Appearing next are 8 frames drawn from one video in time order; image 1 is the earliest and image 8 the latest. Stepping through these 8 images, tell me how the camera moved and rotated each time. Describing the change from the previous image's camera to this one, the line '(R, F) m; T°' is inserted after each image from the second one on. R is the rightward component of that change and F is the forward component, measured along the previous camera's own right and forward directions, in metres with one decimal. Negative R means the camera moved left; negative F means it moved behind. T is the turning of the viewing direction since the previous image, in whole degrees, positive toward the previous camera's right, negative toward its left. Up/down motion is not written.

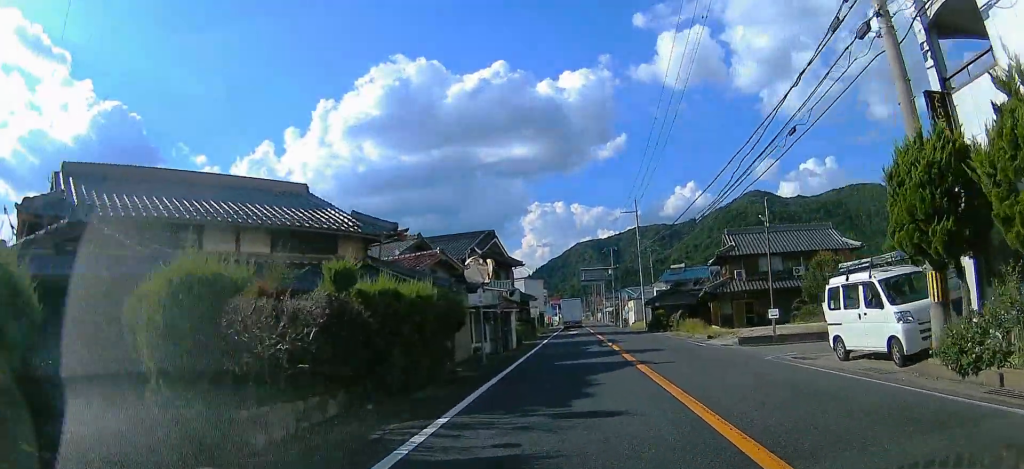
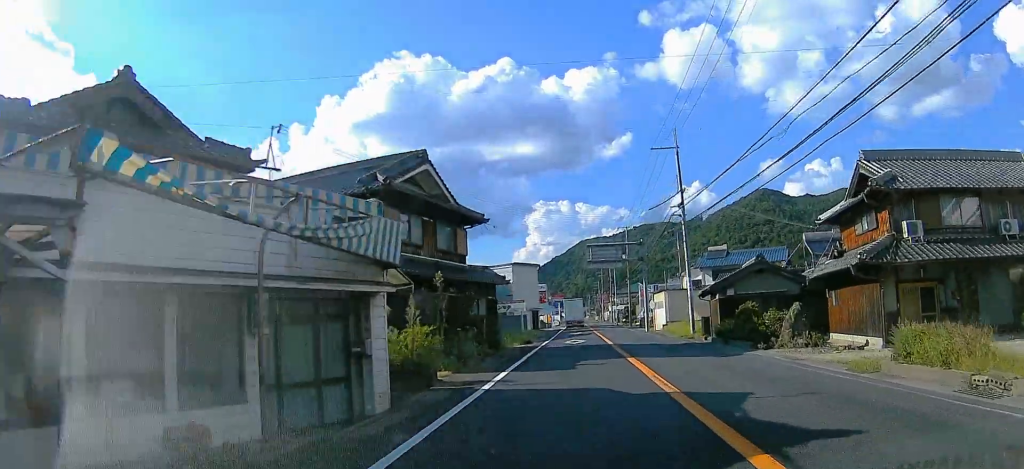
(+1.5, +21.8) m; +3°
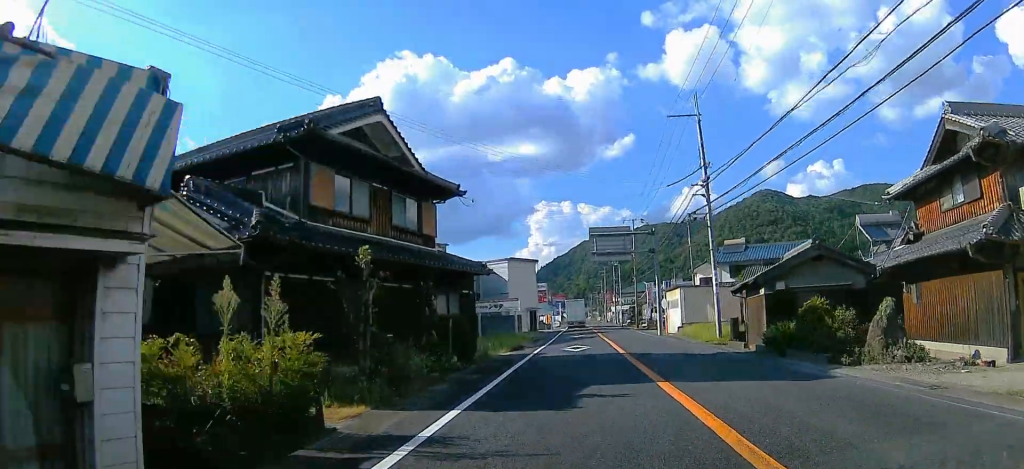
(-0.5, +6.3) m; -2°
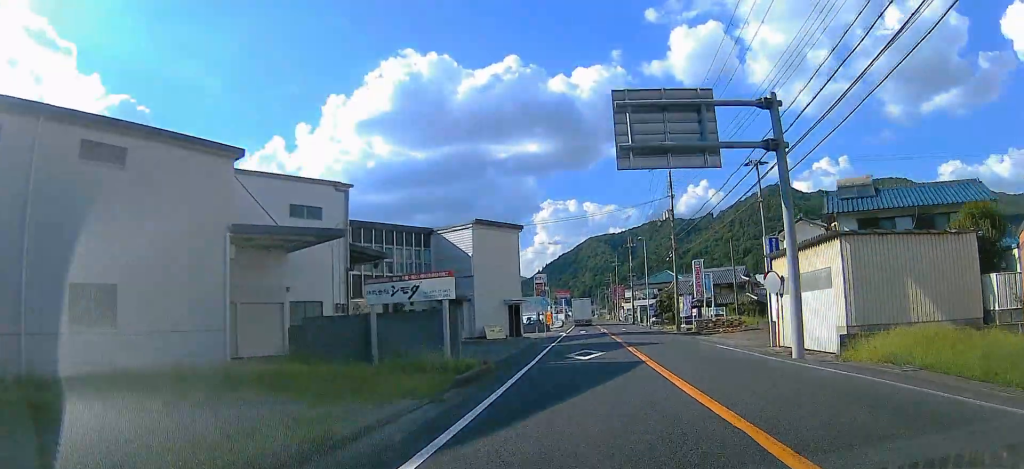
(-1.0, +24.8) m; -2°
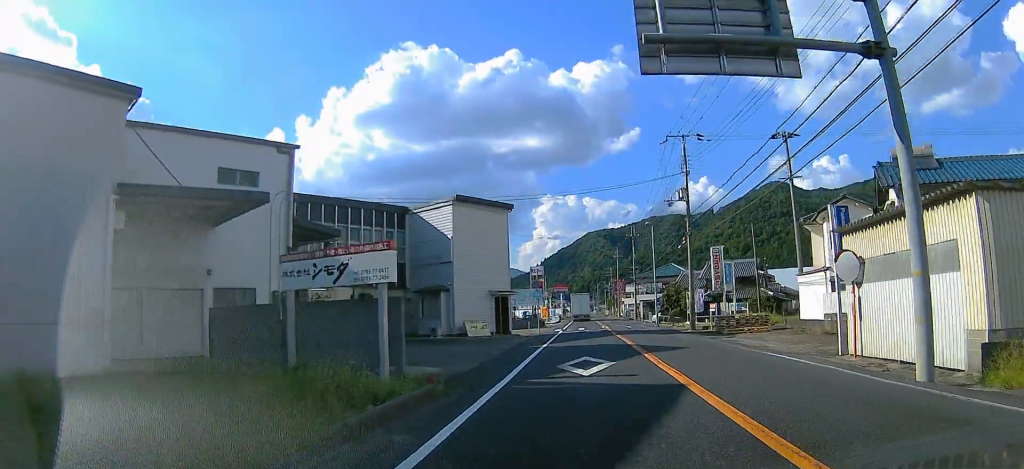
(0.0, +6.4) m; 0°
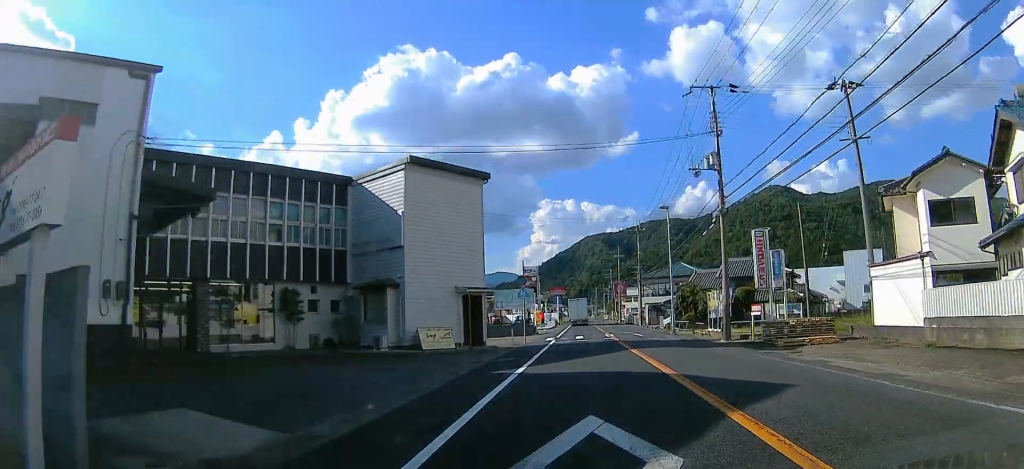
(0.0, +9.7) m; 0°
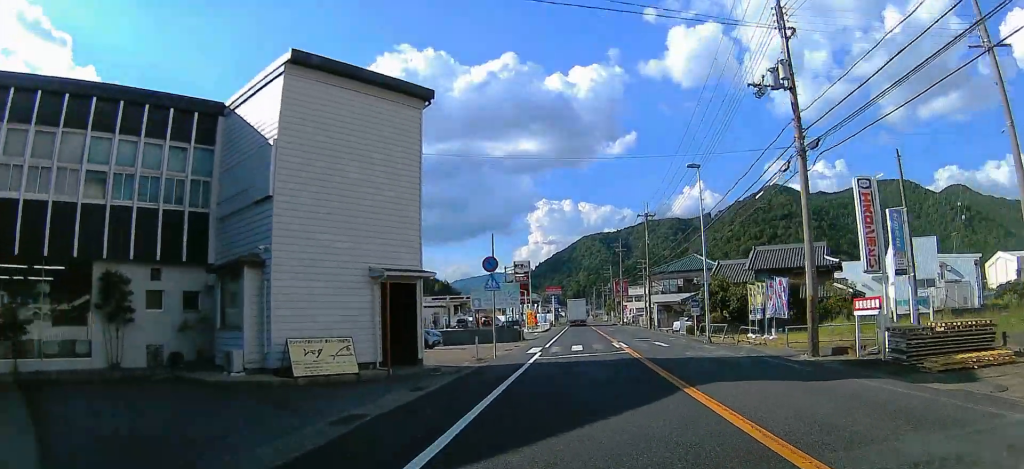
(0.0, +11.6) m; 0°
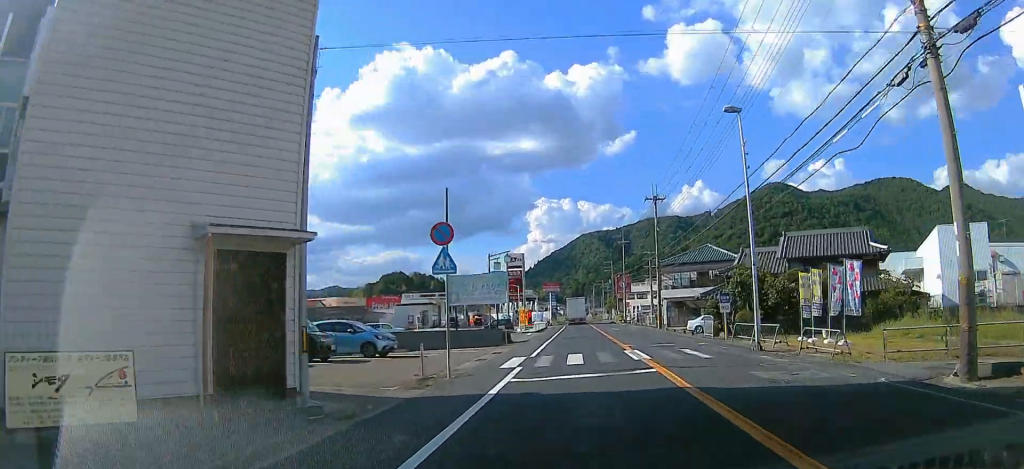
(0.0, +8.2) m; 0°
